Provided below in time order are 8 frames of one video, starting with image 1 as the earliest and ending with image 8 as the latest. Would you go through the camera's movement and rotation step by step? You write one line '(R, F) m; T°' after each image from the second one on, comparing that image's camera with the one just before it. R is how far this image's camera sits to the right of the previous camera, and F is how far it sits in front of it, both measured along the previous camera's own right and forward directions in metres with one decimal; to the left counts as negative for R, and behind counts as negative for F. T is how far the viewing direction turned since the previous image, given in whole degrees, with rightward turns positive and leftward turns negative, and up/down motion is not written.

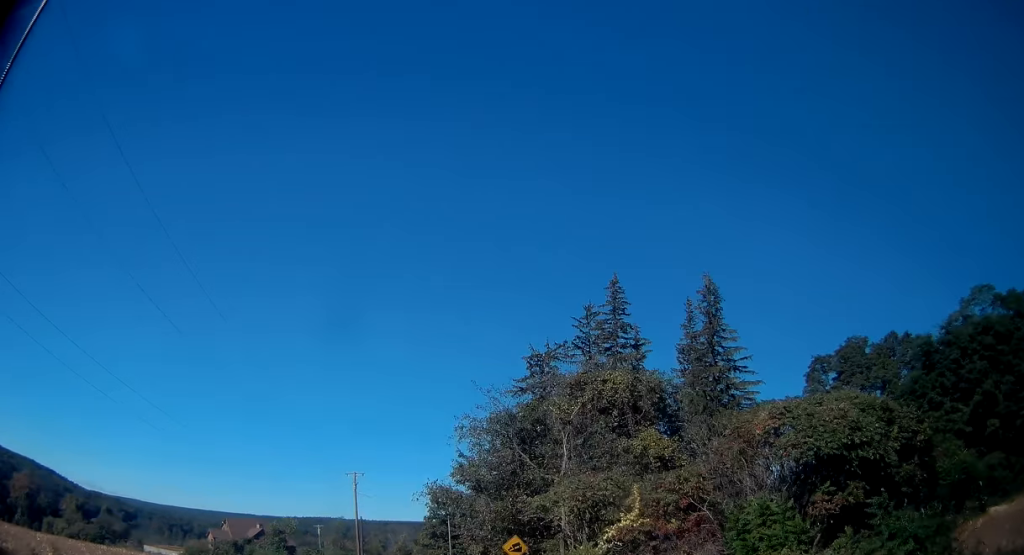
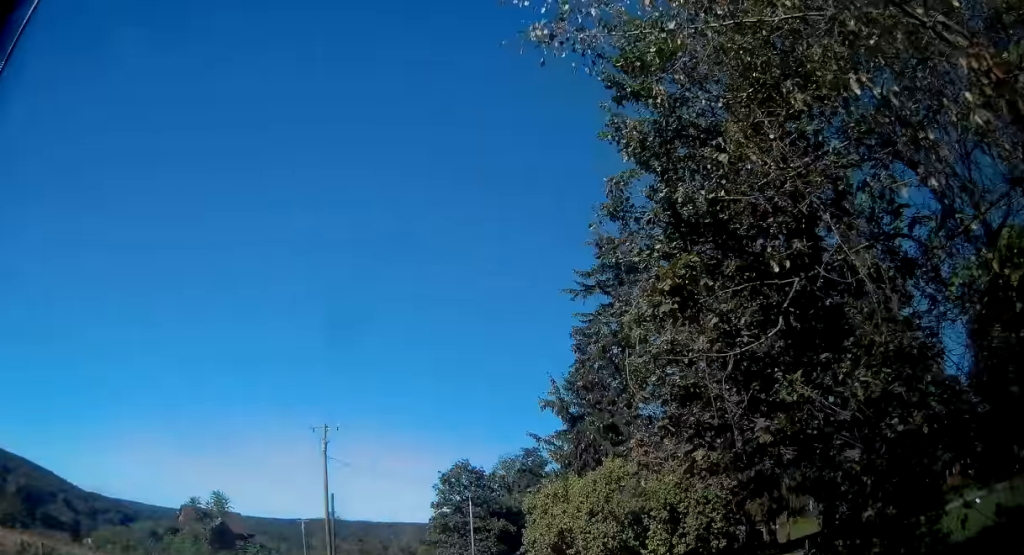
(0.0, +25.7) m; 0°
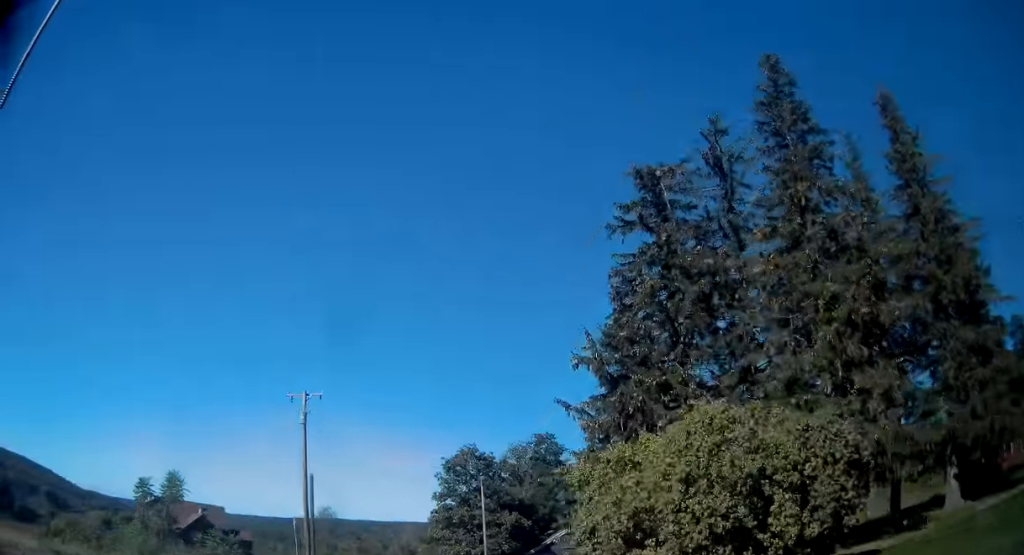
(+0.1, +8.6) m; 0°
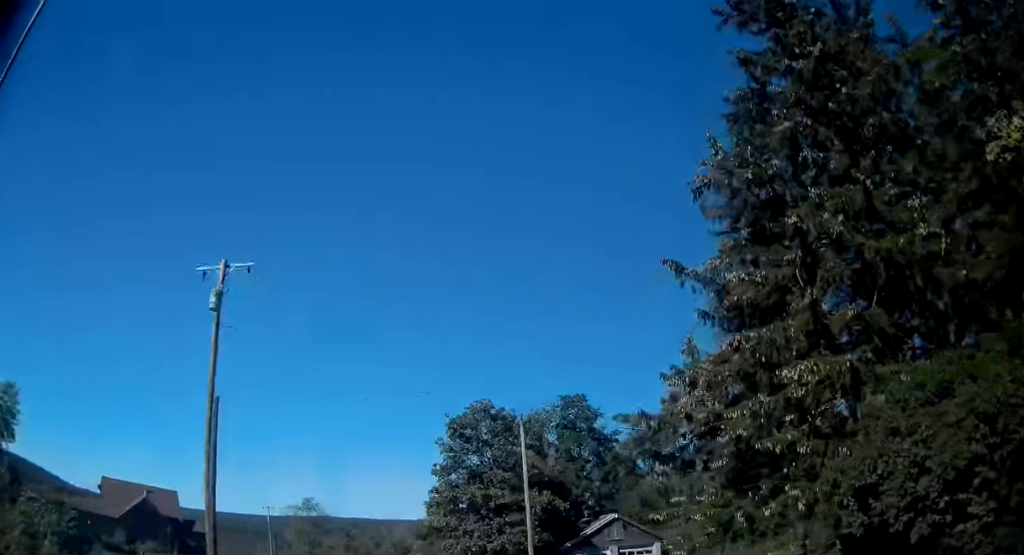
(-0.4, +16.5) m; 0°
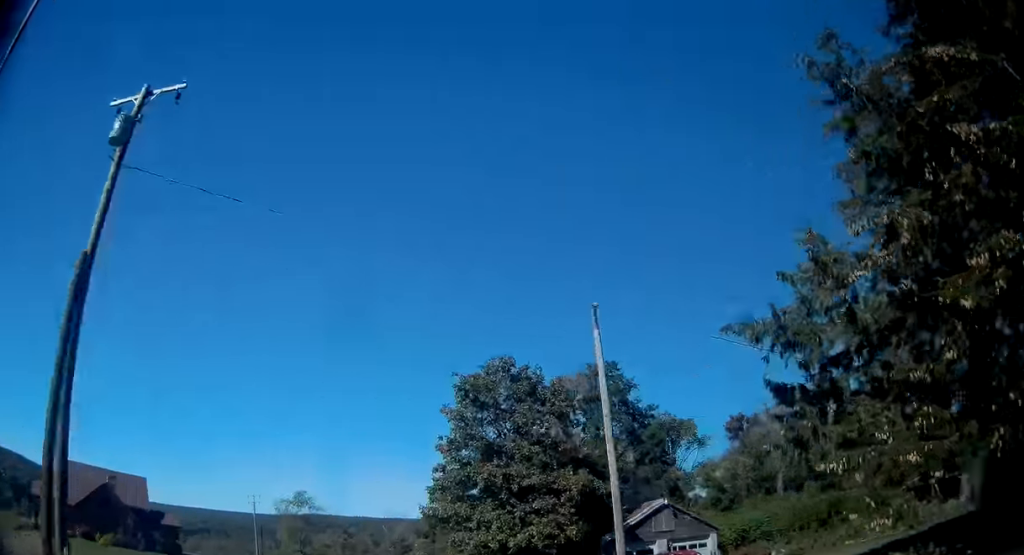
(+0.1, +9.2) m; 0°
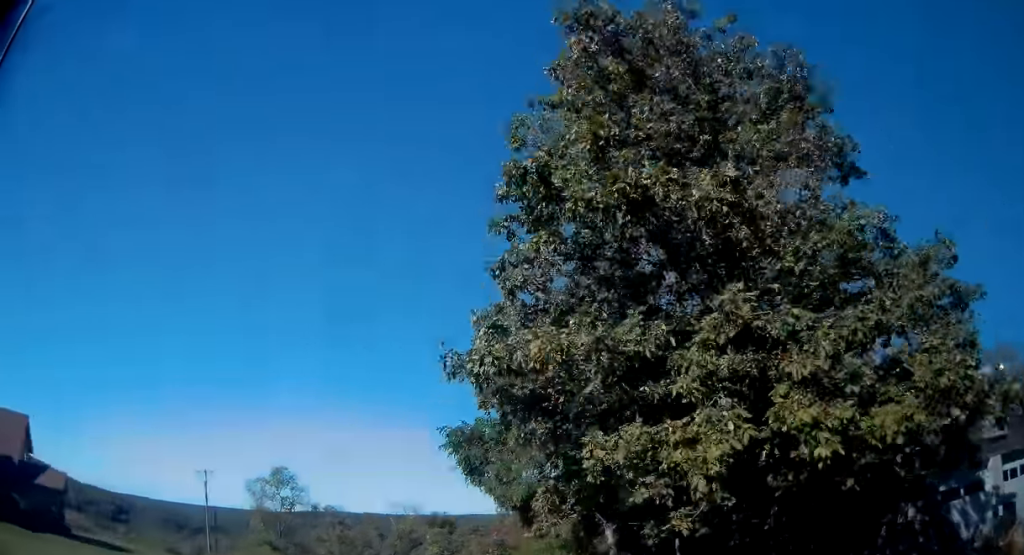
(0.0, +24.4) m; -1°
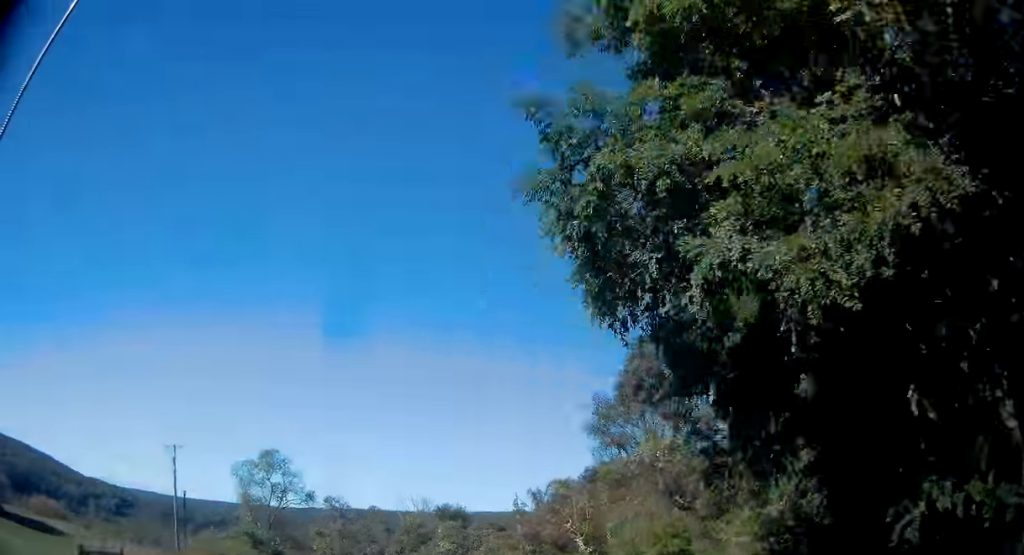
(-0.1, +11.2) m; -1°
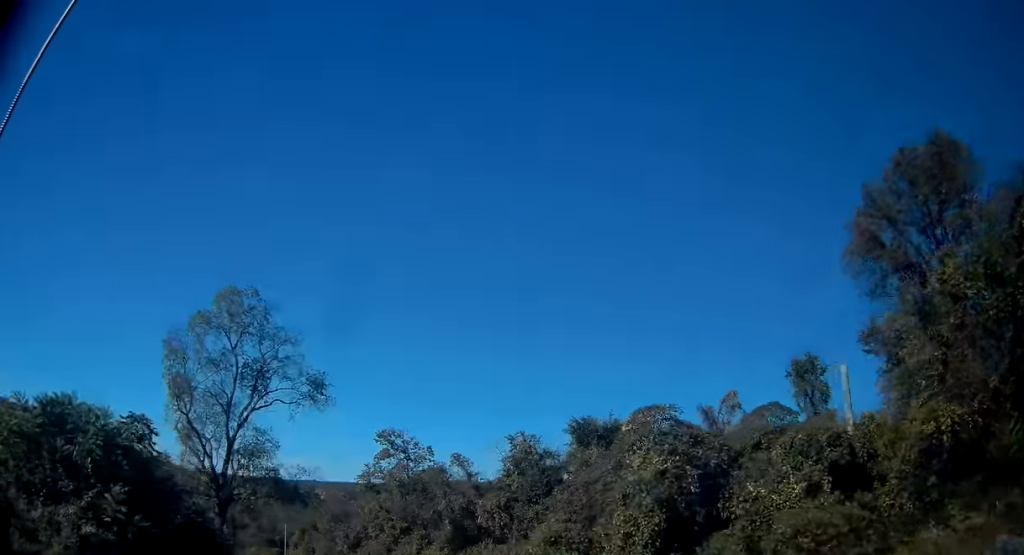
(-2.4, +41.7) m; -7°
